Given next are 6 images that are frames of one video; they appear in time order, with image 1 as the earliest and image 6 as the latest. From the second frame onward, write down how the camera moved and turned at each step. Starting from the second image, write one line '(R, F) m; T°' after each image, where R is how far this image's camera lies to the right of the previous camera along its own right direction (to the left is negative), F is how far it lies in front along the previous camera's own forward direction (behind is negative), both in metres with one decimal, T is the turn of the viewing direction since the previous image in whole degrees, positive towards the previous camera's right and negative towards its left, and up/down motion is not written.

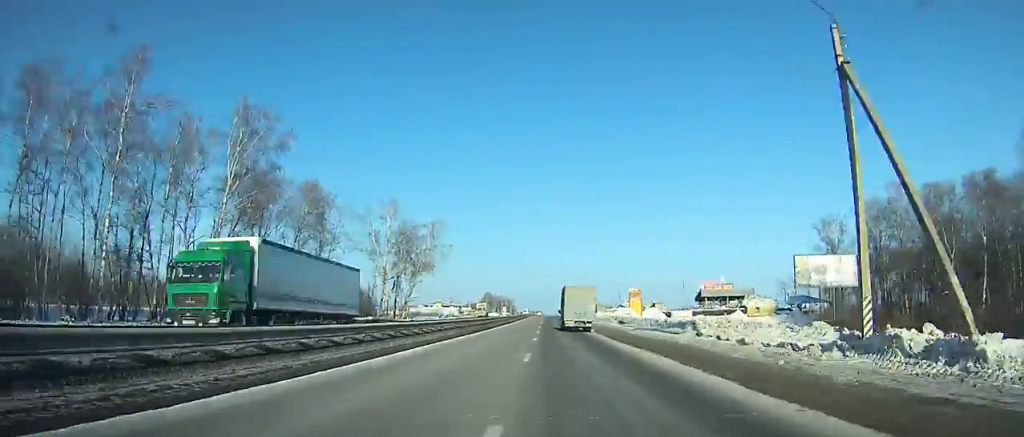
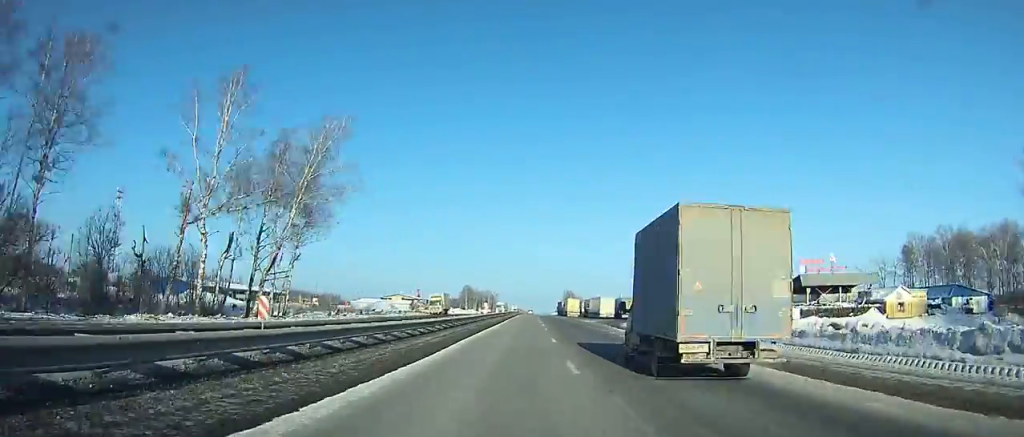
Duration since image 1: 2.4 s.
(+0.2, +62.3) m; +1°
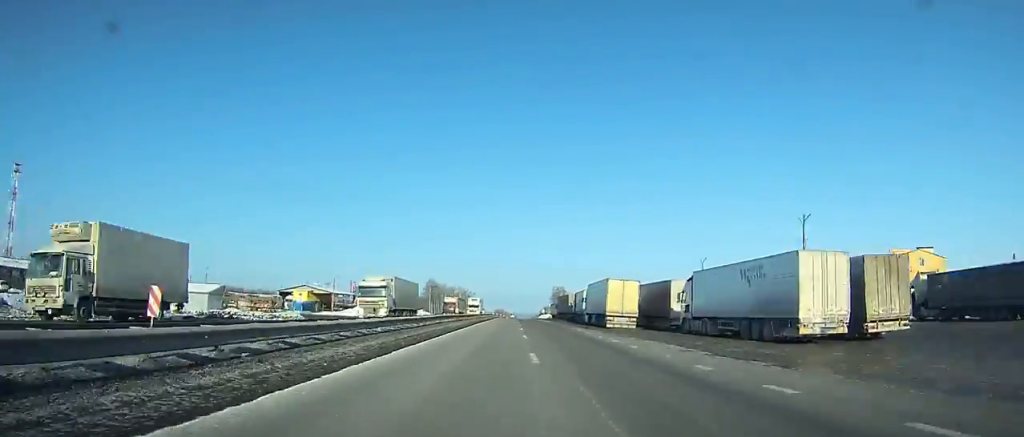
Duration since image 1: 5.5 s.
(+1.0, +80.3) m; +1°
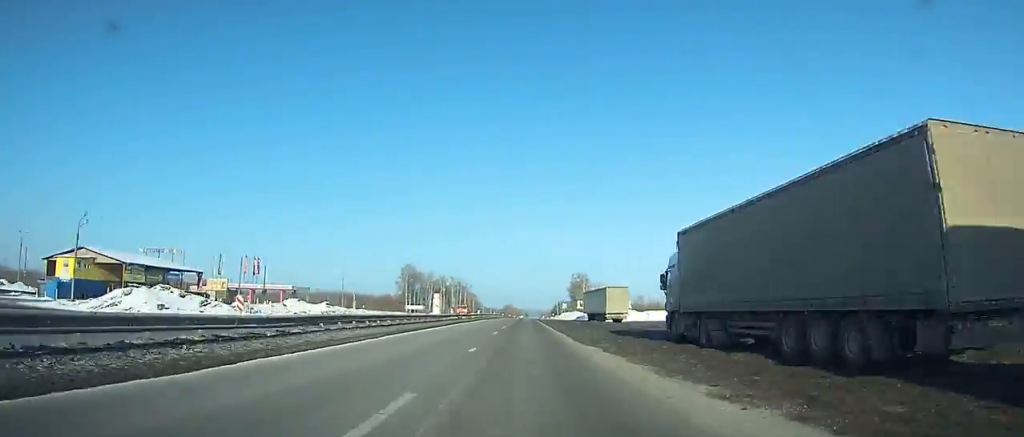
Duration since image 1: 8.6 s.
(-0.1, +79.2) m; 0°
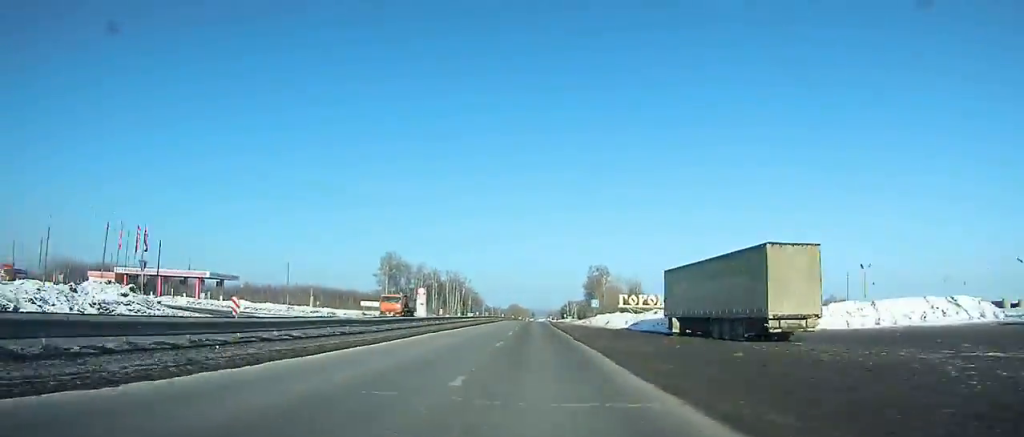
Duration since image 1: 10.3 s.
(-0.1, +42.8) m; 0°
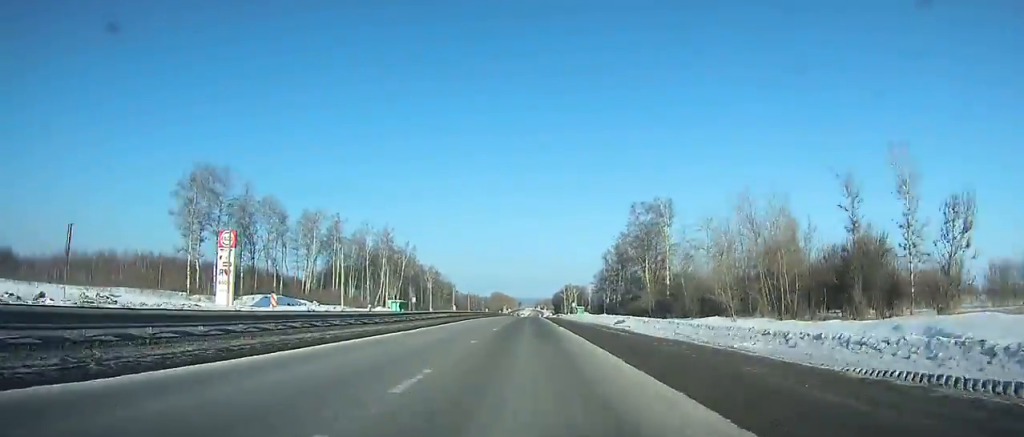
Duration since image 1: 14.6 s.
(+0.3, +105.6) m; 0°
